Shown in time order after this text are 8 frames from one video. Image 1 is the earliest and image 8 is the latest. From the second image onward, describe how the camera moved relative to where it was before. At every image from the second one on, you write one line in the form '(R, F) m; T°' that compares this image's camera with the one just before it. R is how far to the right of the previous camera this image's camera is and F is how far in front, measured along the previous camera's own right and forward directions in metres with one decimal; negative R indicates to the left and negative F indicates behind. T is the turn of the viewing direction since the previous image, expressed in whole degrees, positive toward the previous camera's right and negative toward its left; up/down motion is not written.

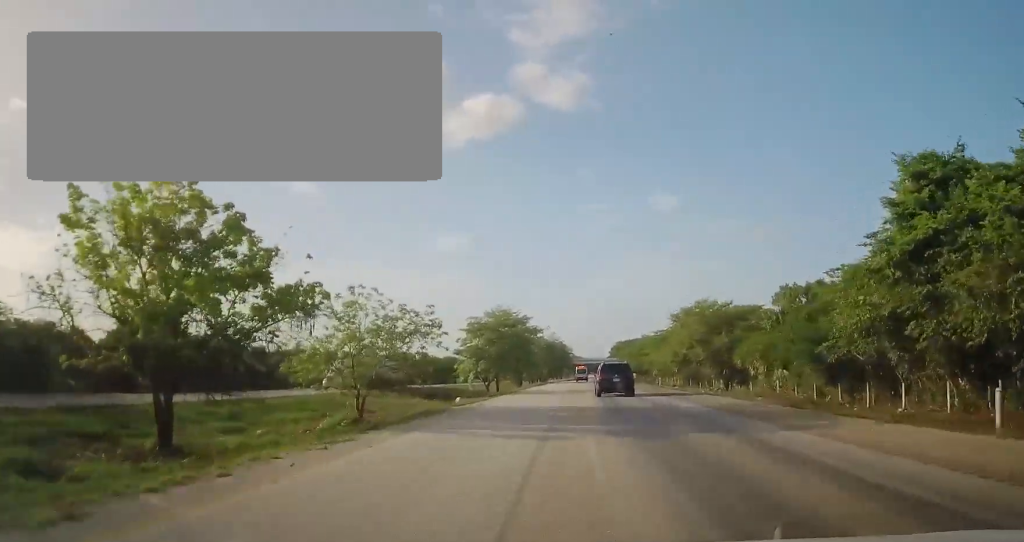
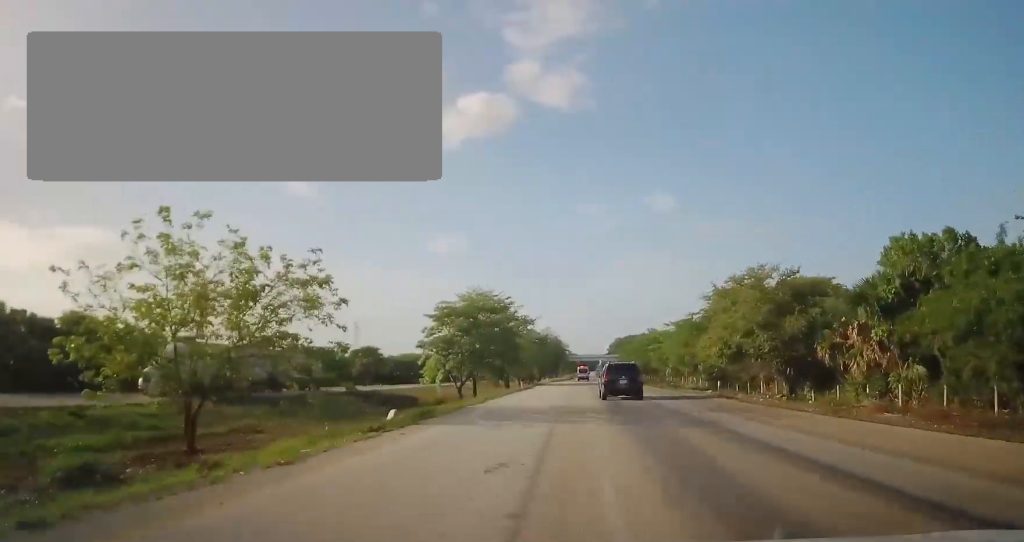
(0.0, +19.6) m; 0°
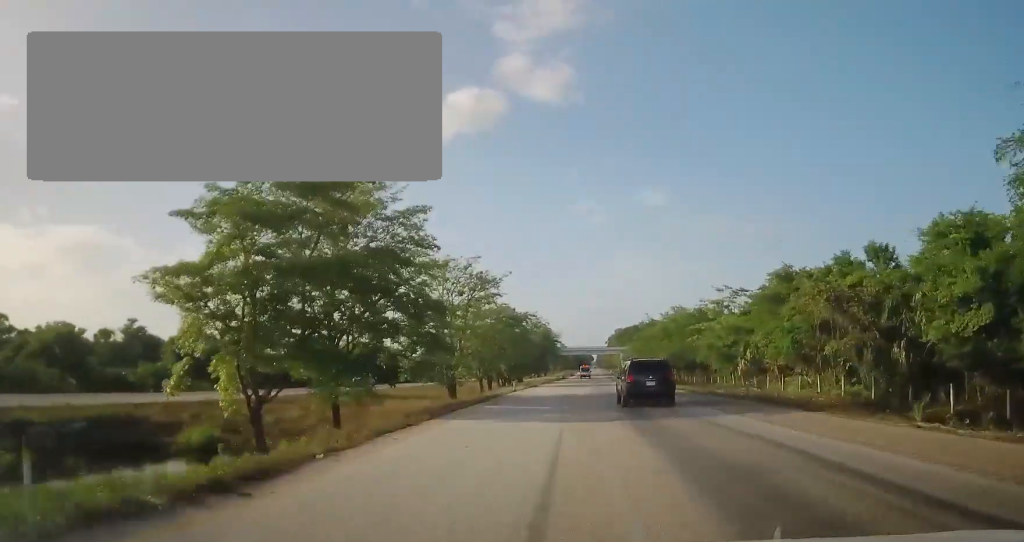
(-0.2, +44.8) m; 0°
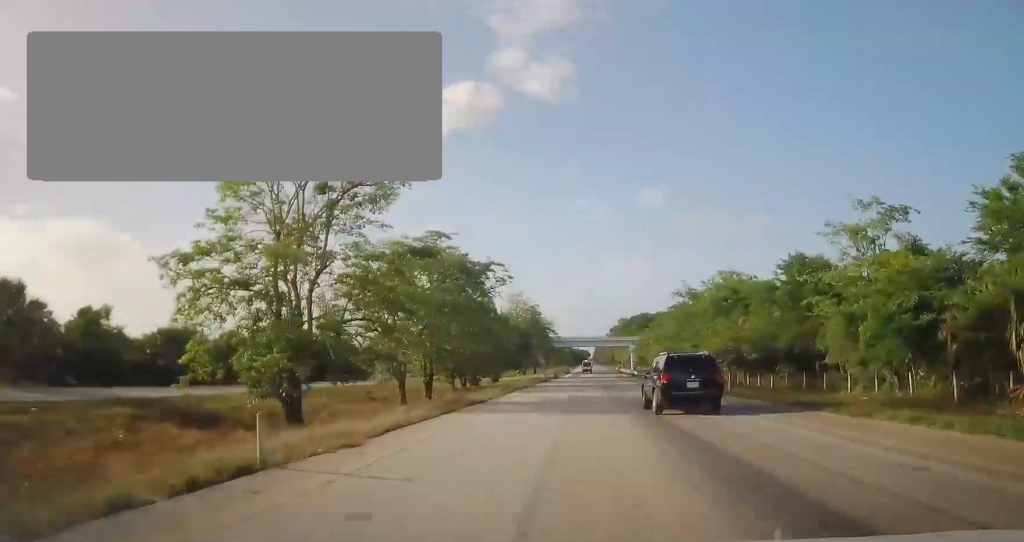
(+0.1, +35.6) m; +1°
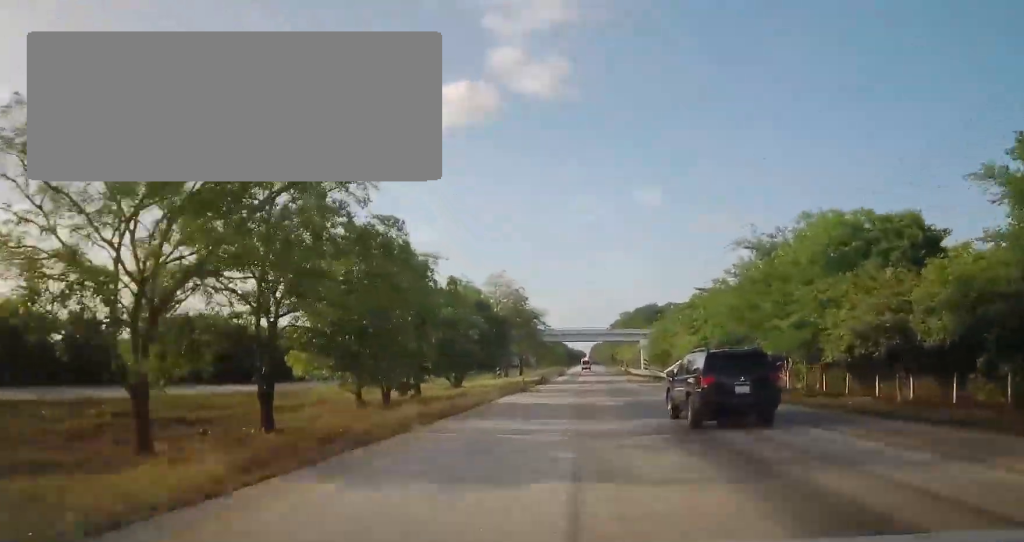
(+0.3, +27.6) m; +1°
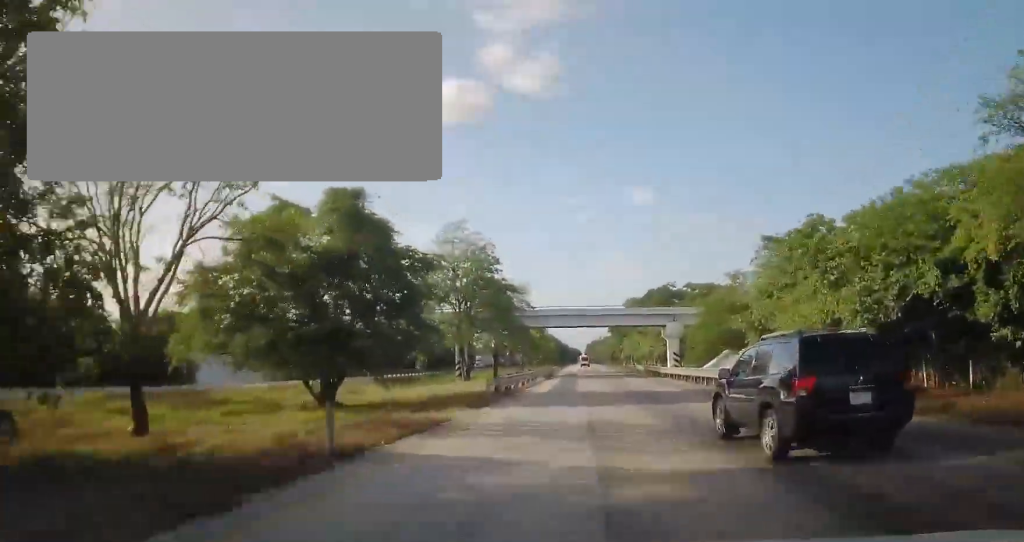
(+0.1, +33.3) m; 0°
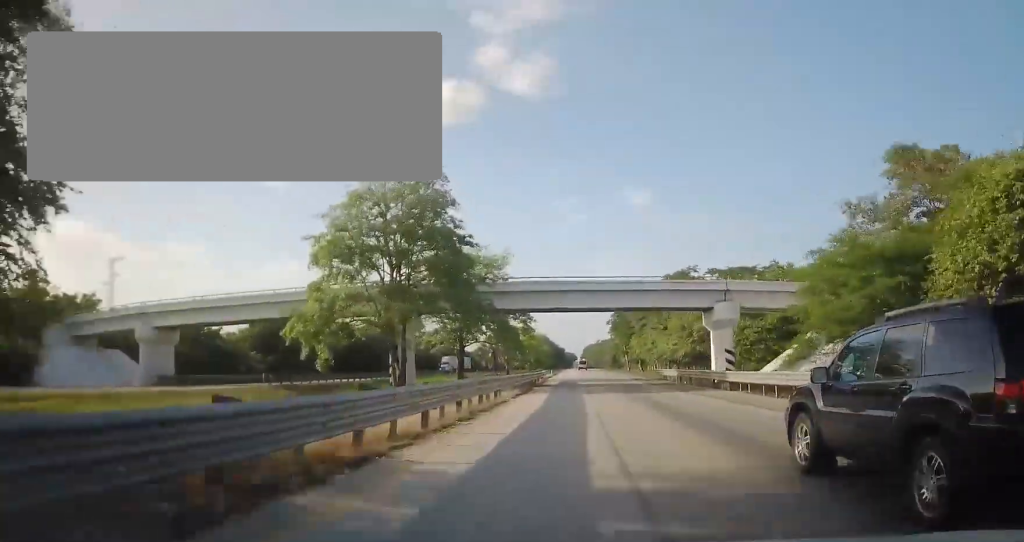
(0.0, +24.5) m; 0°
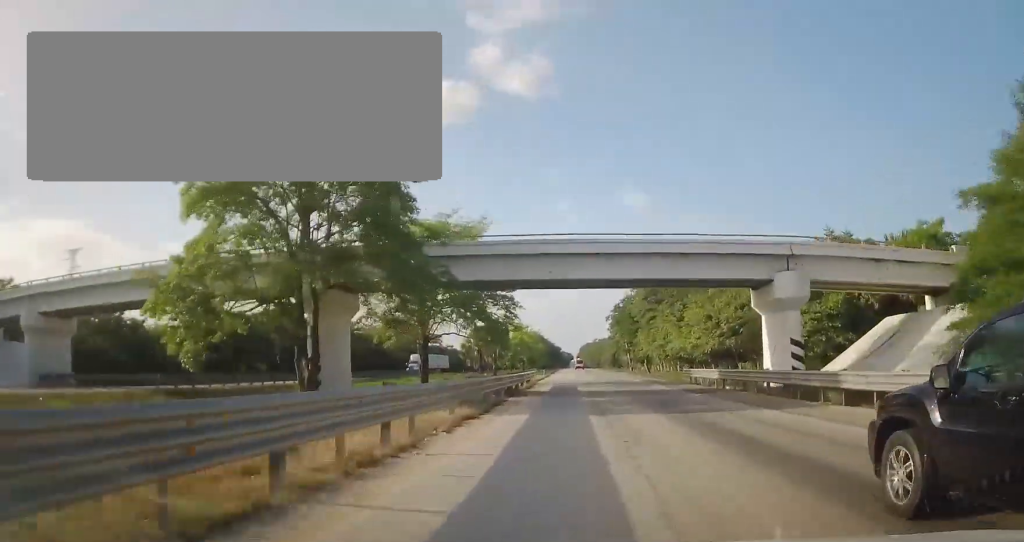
(0.0, +14.2) m; 0°
